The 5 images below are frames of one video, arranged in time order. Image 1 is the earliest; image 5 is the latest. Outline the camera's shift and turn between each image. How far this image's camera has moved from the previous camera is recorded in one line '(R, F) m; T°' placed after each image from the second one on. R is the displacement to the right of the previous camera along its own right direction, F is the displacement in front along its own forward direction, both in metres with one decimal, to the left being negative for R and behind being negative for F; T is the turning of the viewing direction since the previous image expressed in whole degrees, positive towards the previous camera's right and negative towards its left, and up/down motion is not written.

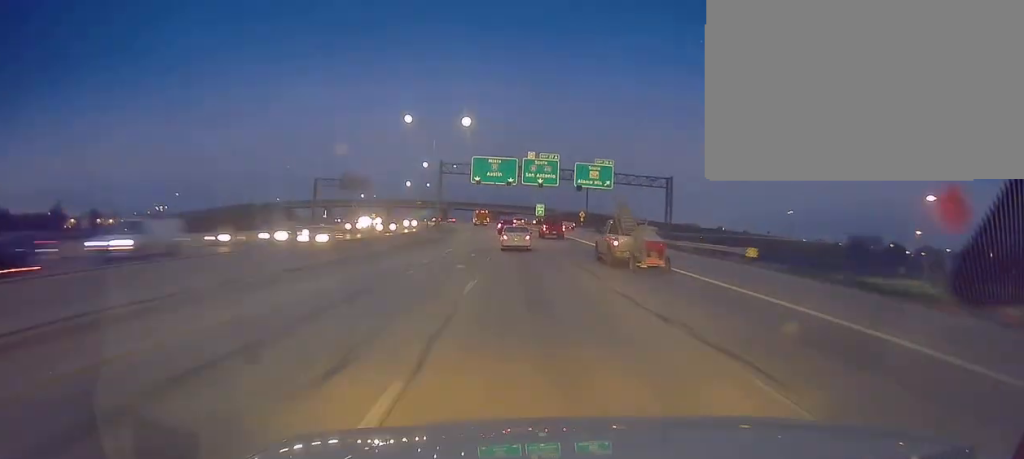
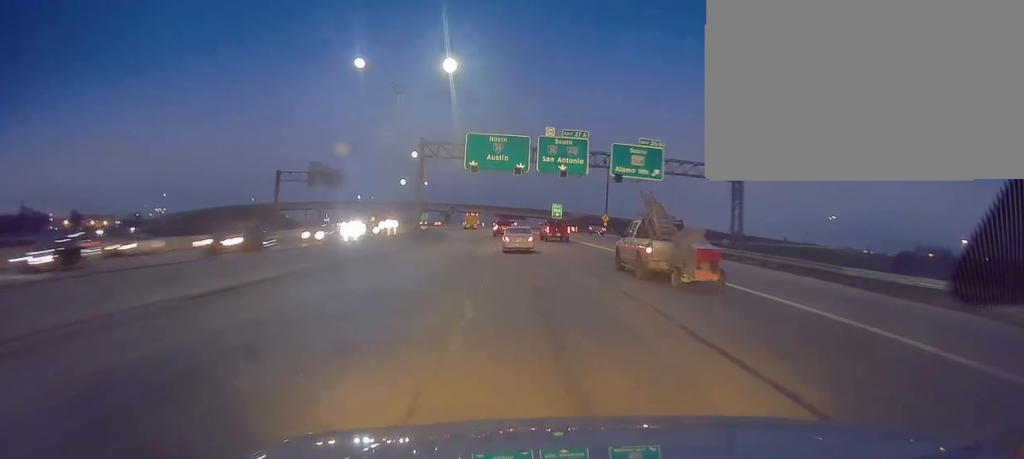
(0.0, +25.9) m; 0°
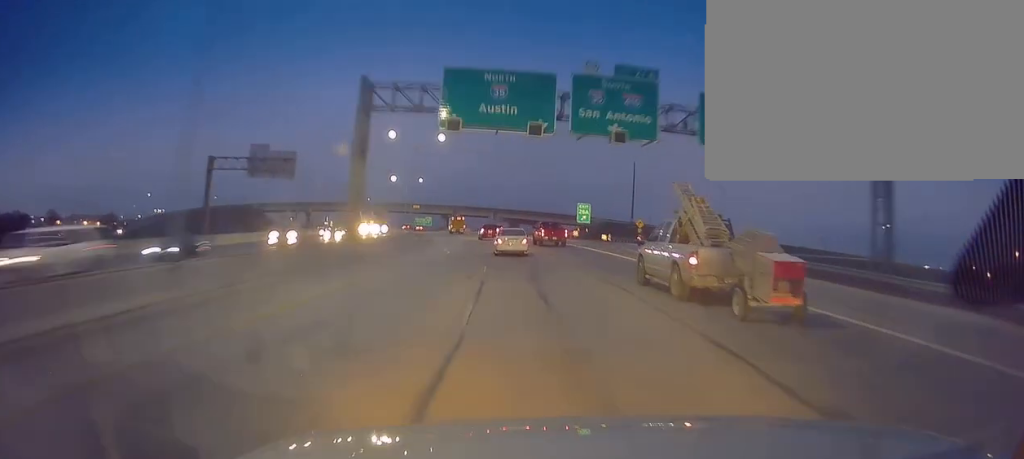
(0.0, +27.8) m; -1°
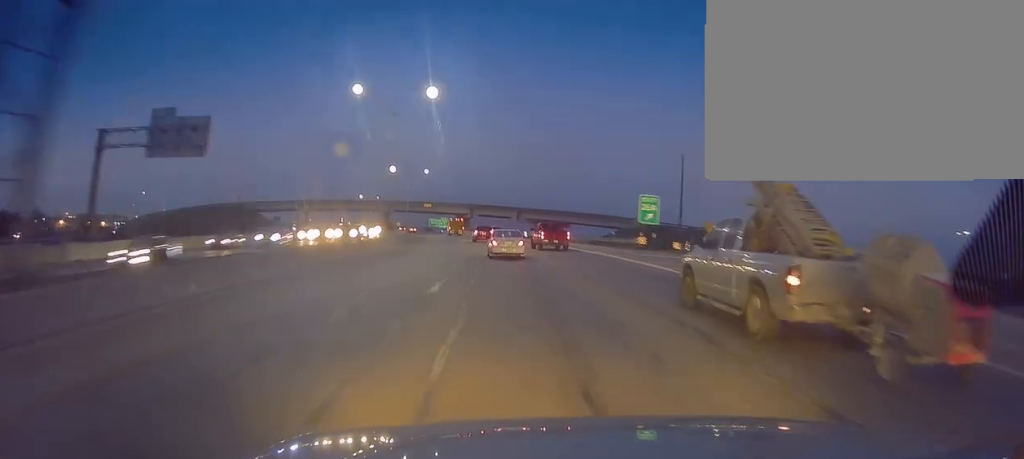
(-0.5, +27.6) m; -2°
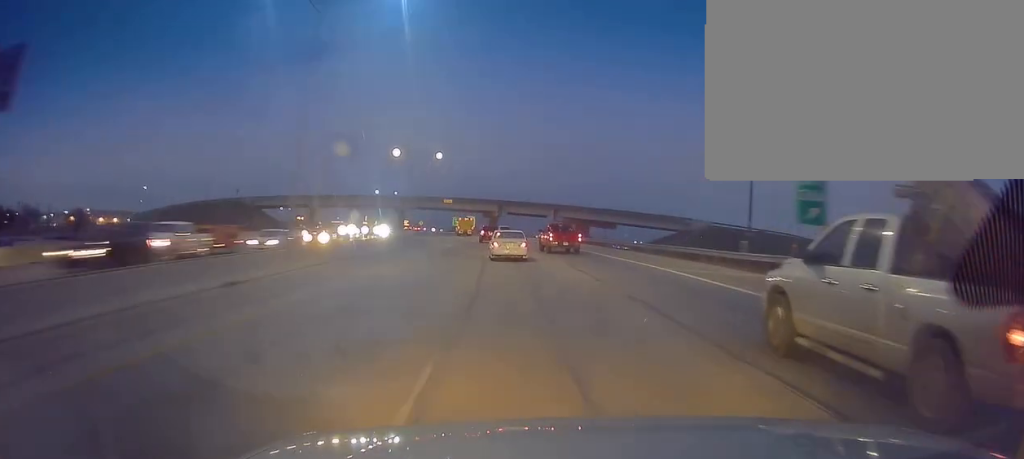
(-0.5, +27.1) m; -2°
